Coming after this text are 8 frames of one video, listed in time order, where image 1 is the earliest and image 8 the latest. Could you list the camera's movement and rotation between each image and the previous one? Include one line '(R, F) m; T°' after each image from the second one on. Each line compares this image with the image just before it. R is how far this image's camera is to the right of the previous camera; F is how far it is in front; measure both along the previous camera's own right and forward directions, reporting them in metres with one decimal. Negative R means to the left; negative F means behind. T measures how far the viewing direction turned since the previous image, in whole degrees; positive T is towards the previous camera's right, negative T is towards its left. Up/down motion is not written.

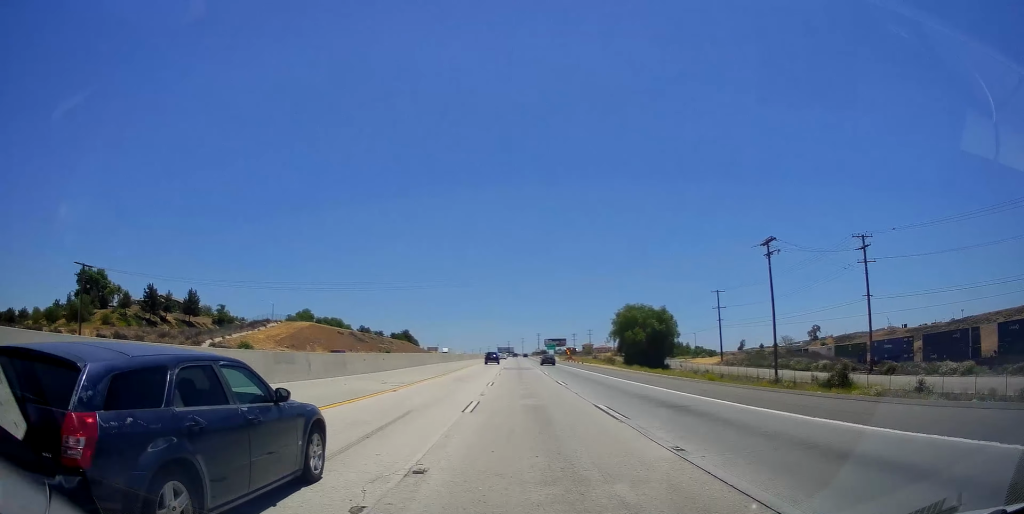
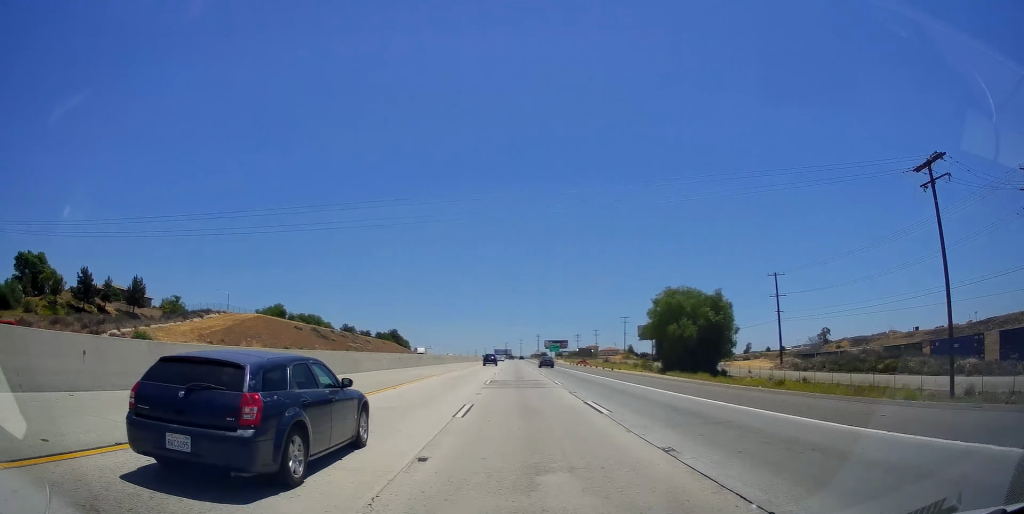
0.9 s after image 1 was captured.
(-0.1, +30.0) m; 0°
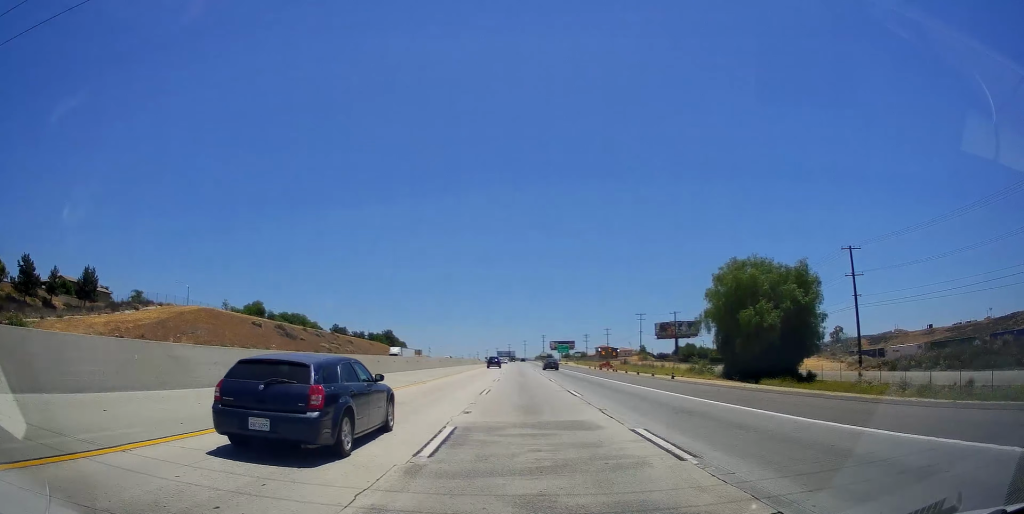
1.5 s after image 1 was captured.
(-0.2, +21.6) m; 0°
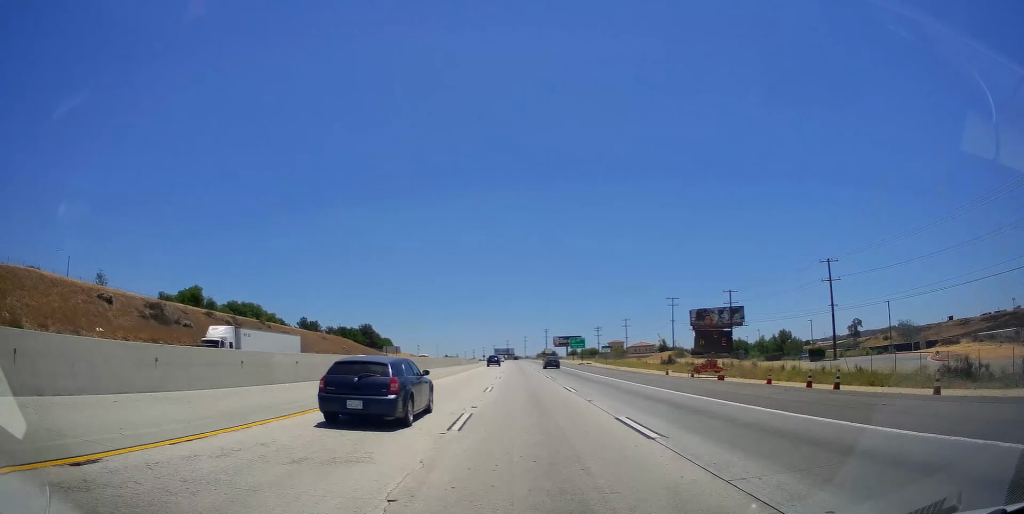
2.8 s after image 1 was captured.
(+0.3, +39.8) m; 0°
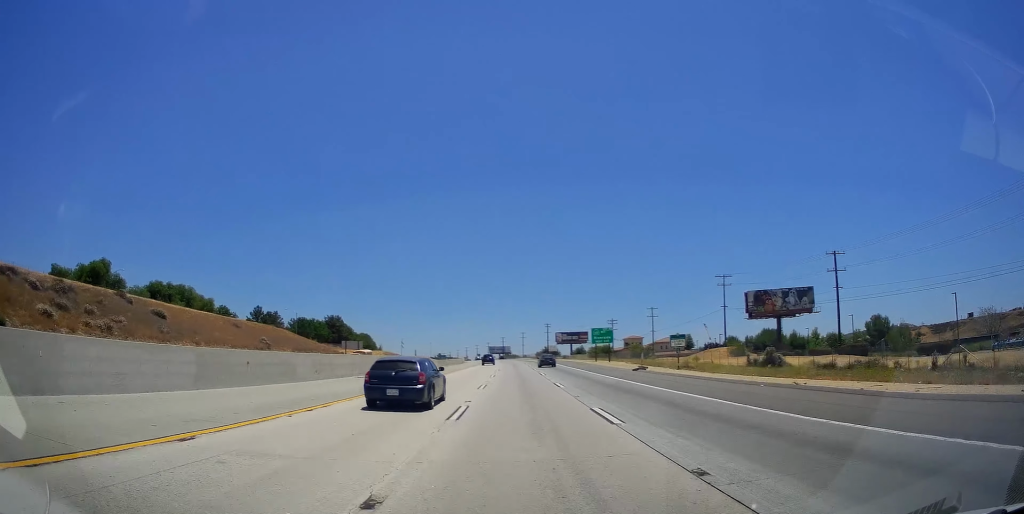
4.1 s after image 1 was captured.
(-0.3, +41.5) m; 0°
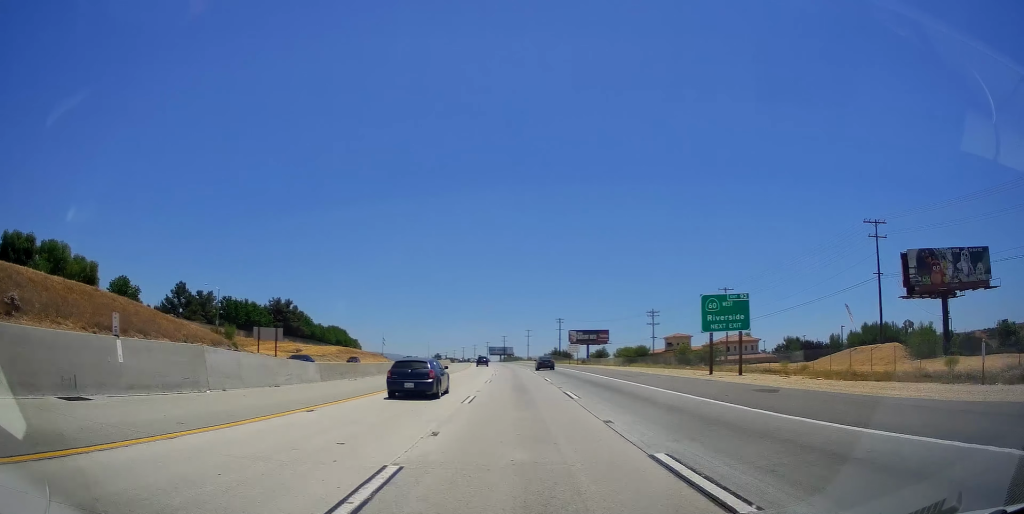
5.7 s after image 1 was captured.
(+0.2, +53.7) m; 0°
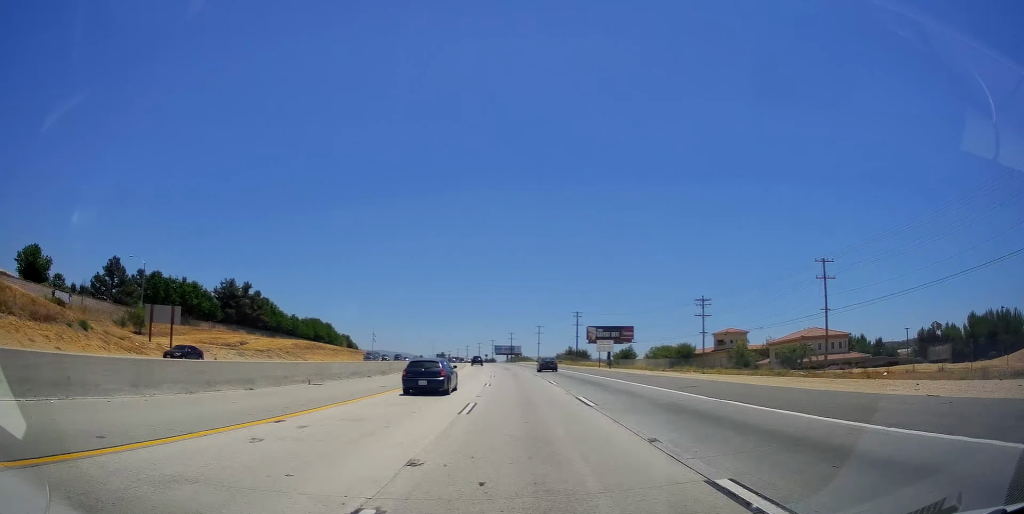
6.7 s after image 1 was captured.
(-0.3, +32.0) m; 0°
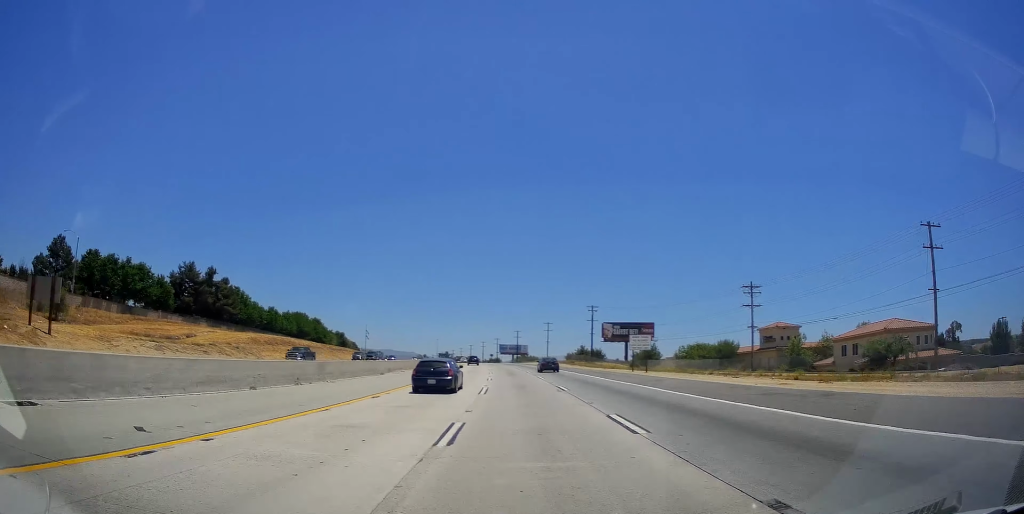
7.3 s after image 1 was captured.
(0.0, +19.6) m; 0°
